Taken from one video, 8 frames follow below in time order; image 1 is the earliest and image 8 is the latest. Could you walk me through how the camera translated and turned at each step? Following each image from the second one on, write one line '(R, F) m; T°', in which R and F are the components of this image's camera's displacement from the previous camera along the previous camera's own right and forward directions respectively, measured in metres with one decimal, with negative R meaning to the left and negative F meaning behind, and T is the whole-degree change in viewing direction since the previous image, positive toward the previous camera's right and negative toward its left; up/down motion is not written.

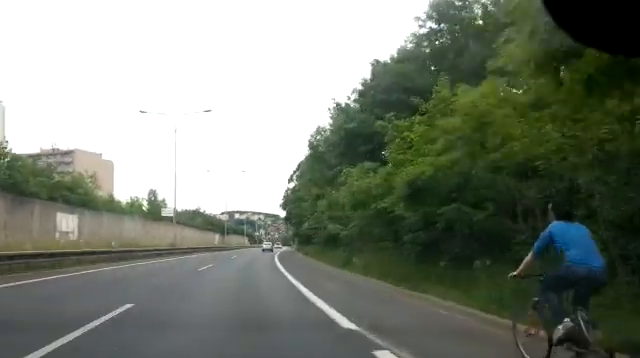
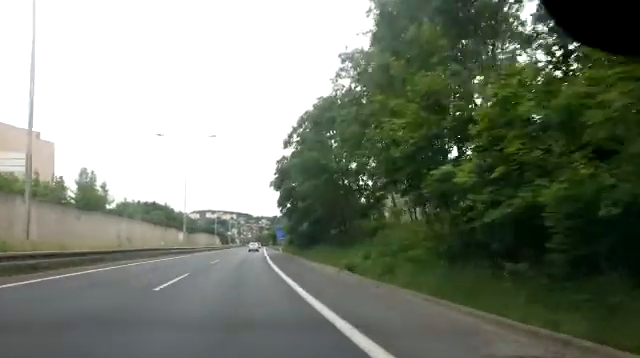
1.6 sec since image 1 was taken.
(+1.0, +26.4) m; +3°
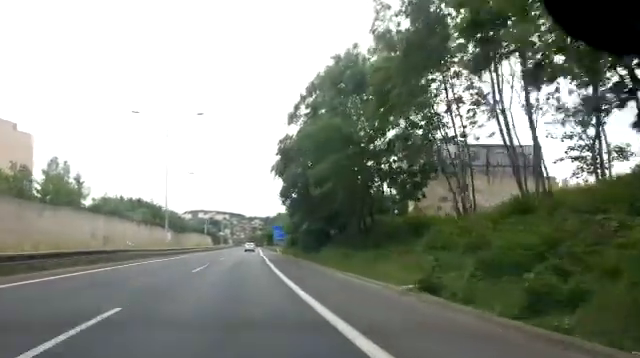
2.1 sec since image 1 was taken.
(0.0, +9.1) m; +1°
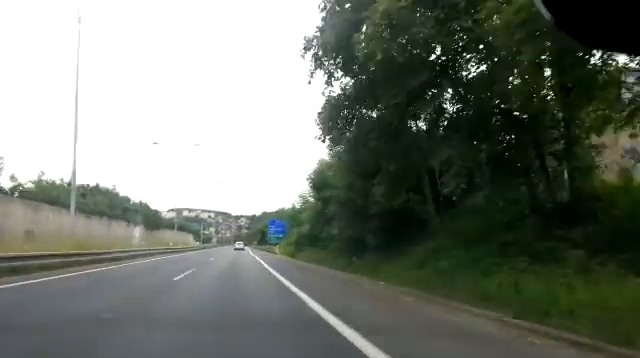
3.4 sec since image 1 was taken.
(+0.3, +22.3) m; +1°
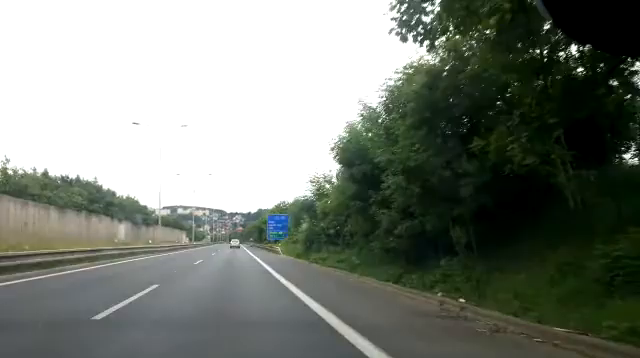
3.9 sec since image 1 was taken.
(0.0, +8.3) m; 0°
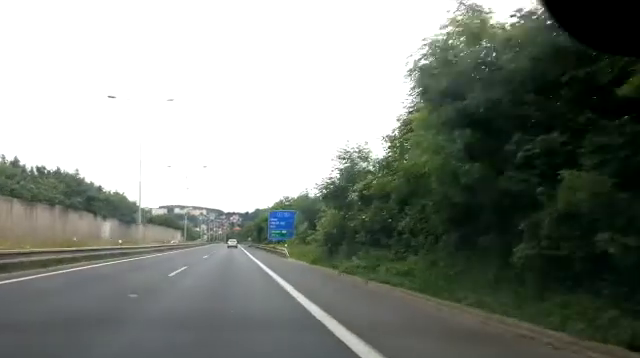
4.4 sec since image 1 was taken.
(0.0, +8.9) m; 0°
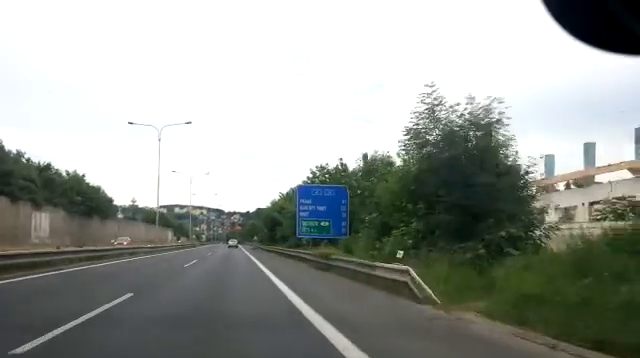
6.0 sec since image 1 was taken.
(+0.1, +28.9) m; +1°
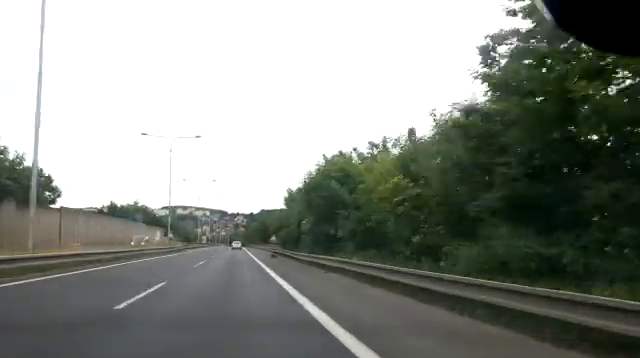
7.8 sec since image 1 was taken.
(-0.6, +31.7) m; -2°
